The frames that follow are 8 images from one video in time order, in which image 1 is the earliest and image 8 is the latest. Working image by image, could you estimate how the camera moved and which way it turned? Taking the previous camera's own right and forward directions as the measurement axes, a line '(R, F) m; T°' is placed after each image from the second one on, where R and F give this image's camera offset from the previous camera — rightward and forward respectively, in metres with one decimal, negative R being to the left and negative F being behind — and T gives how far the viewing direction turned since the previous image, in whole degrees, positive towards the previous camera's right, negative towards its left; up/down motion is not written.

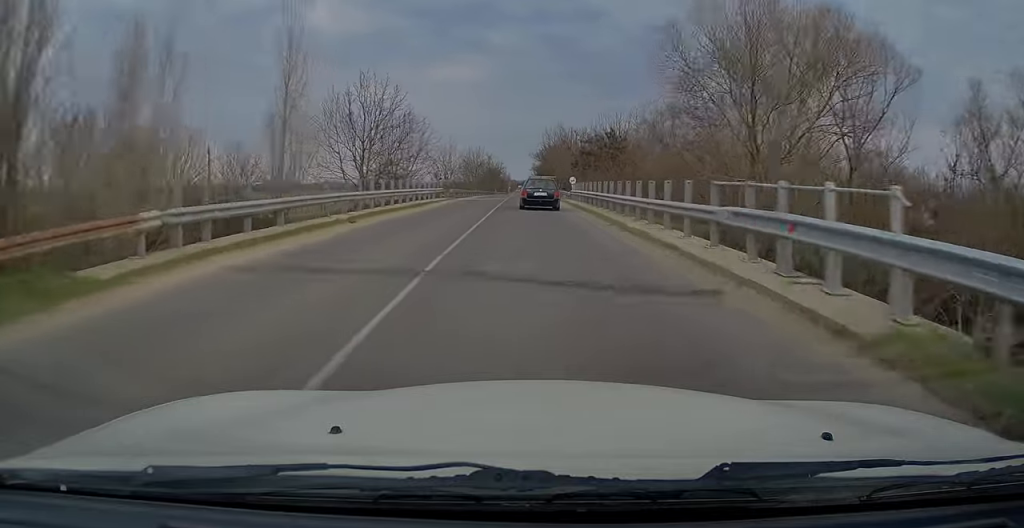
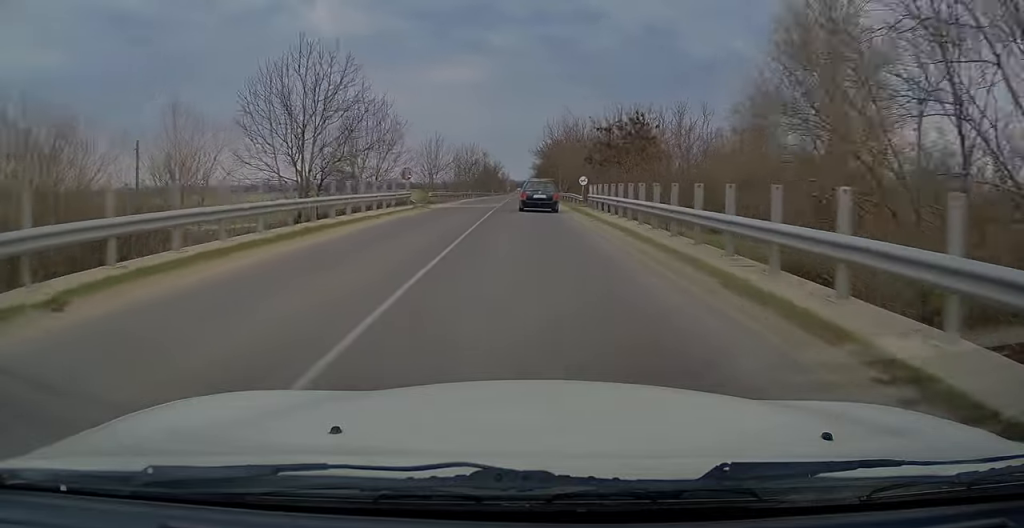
(0.0, +12.4) m; 0°
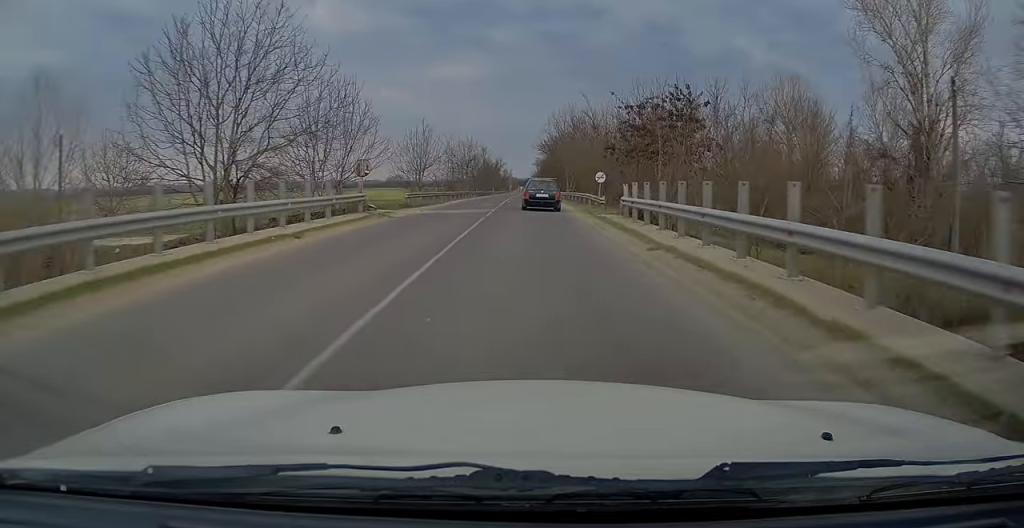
(0.0, +10.1) m; 0°
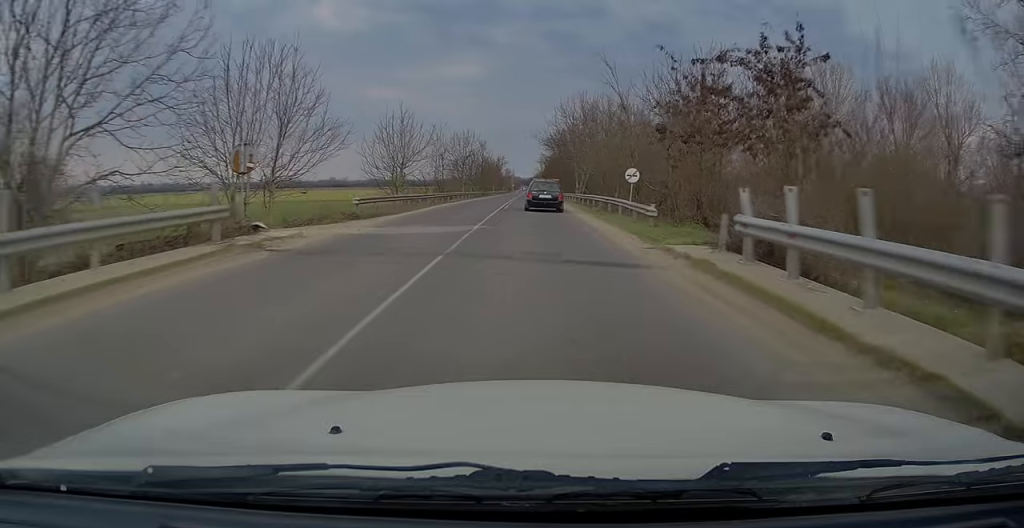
(+0.2, +11.4) m; 0°
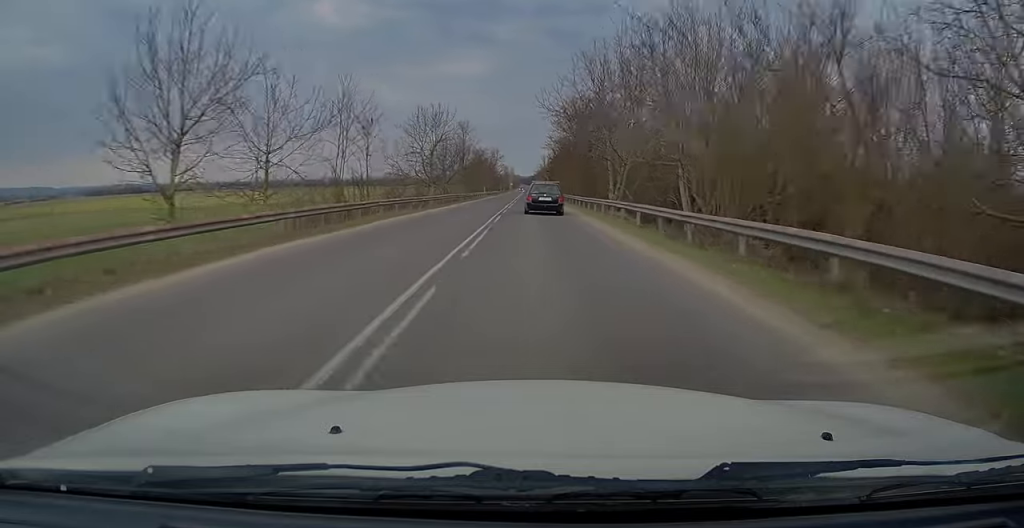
(-0.2, +29.7) m; -1°
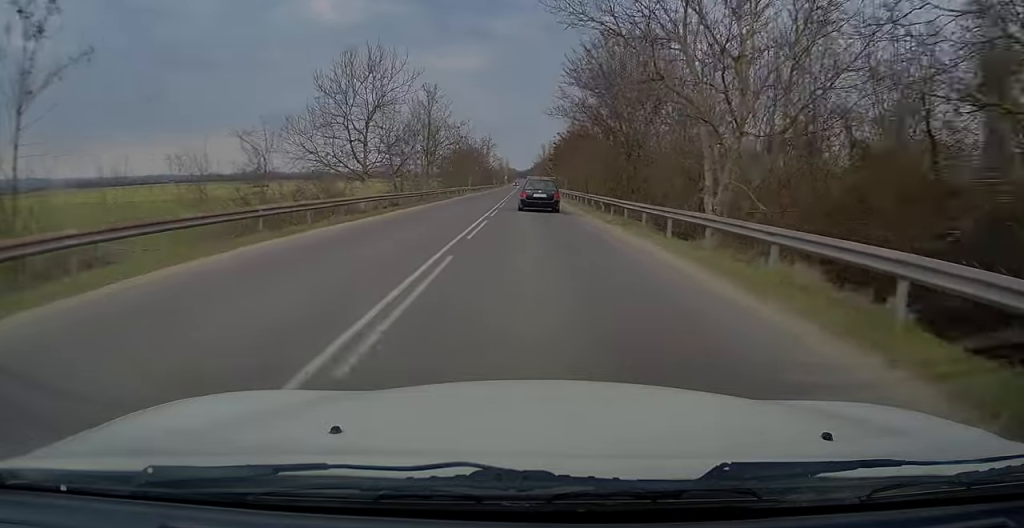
(0.0, +23.8) m; +1°
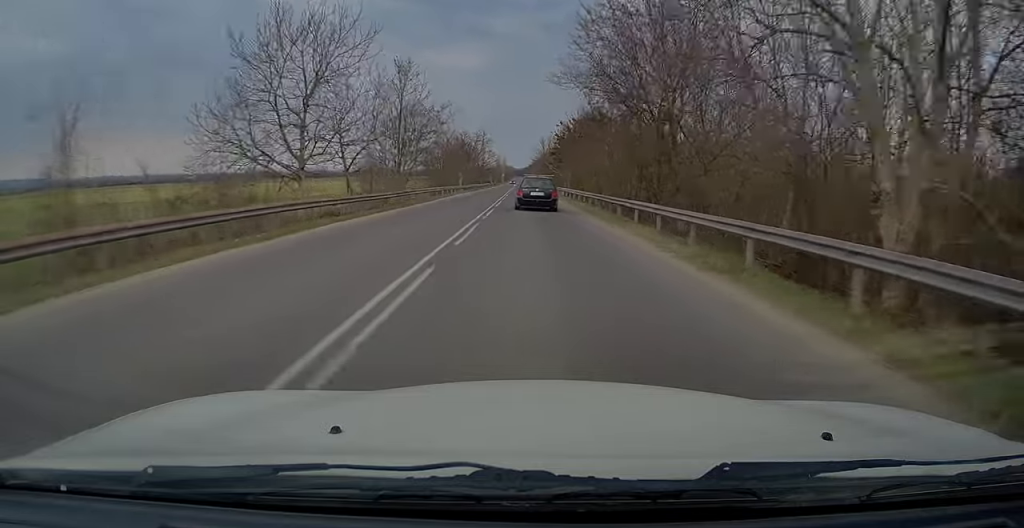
(0.0, +10.5) m; 0°
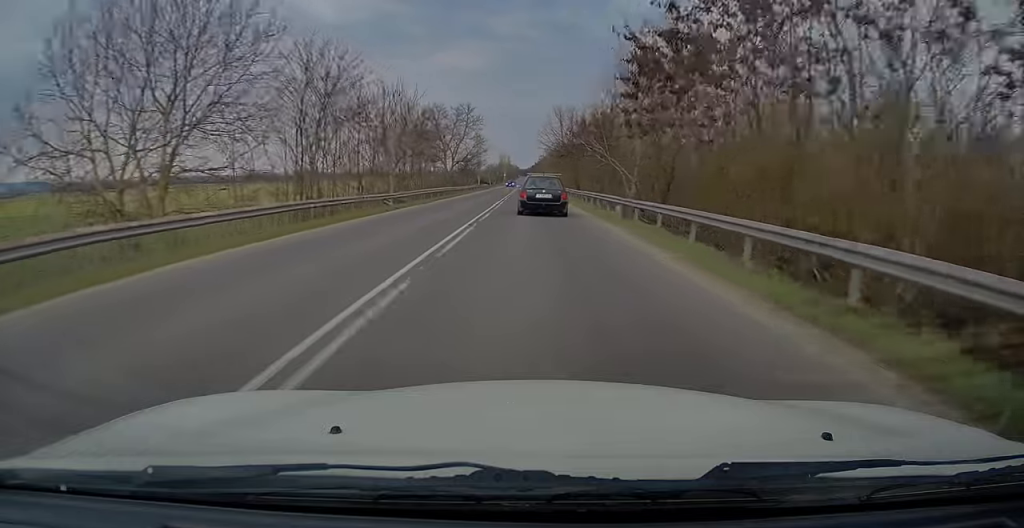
(-0.2, +46.4) m; -1°
